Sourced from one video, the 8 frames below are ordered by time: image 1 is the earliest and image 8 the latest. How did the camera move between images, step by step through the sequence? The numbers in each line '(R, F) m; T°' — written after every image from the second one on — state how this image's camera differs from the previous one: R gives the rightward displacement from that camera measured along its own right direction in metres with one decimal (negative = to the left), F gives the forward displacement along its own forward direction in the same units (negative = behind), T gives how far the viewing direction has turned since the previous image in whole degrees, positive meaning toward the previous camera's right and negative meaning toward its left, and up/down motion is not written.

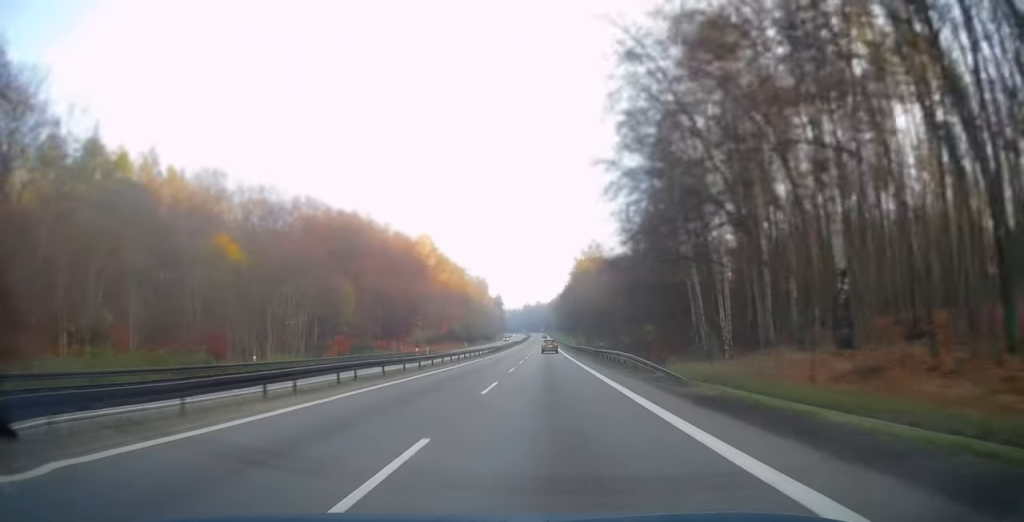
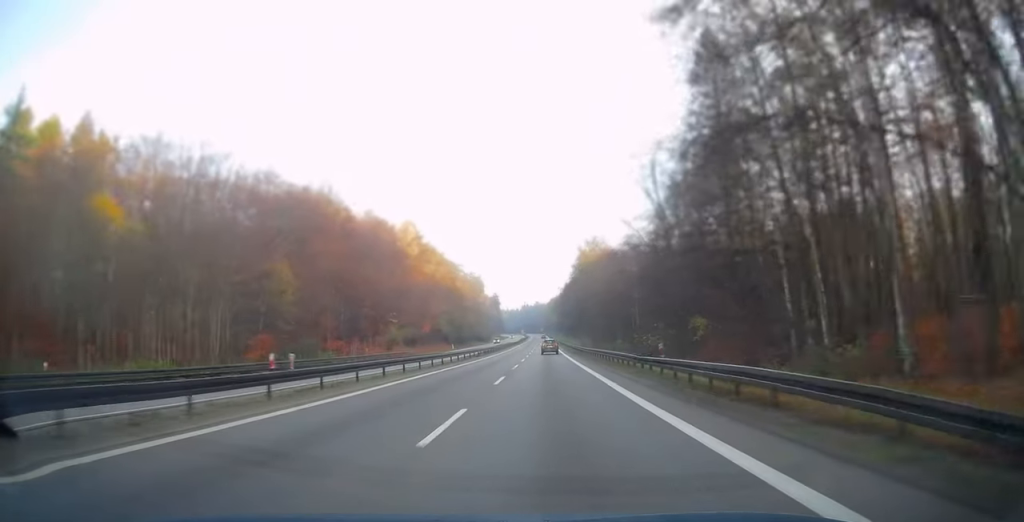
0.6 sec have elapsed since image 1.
(-0.1, +19.8) m; 0°
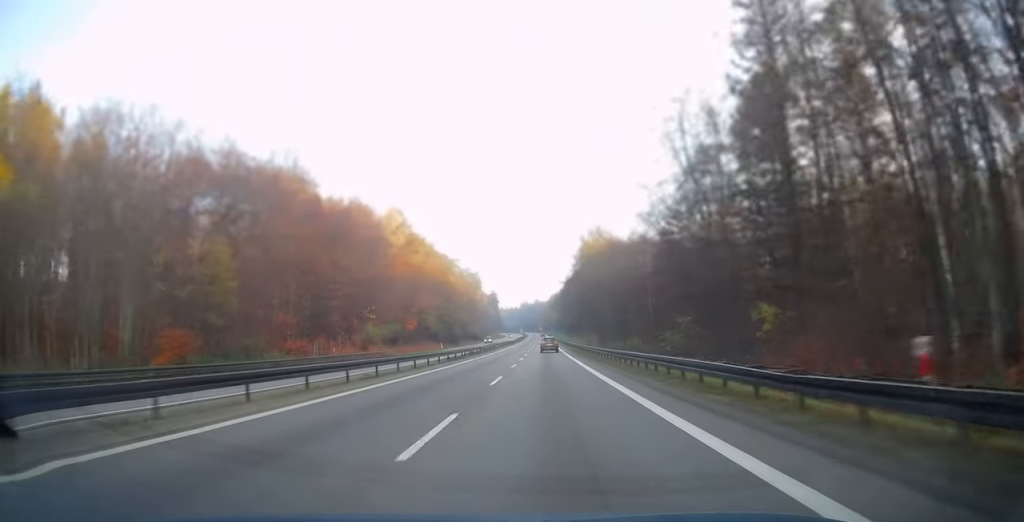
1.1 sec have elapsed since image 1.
(0.0, +13.1) m; 0°
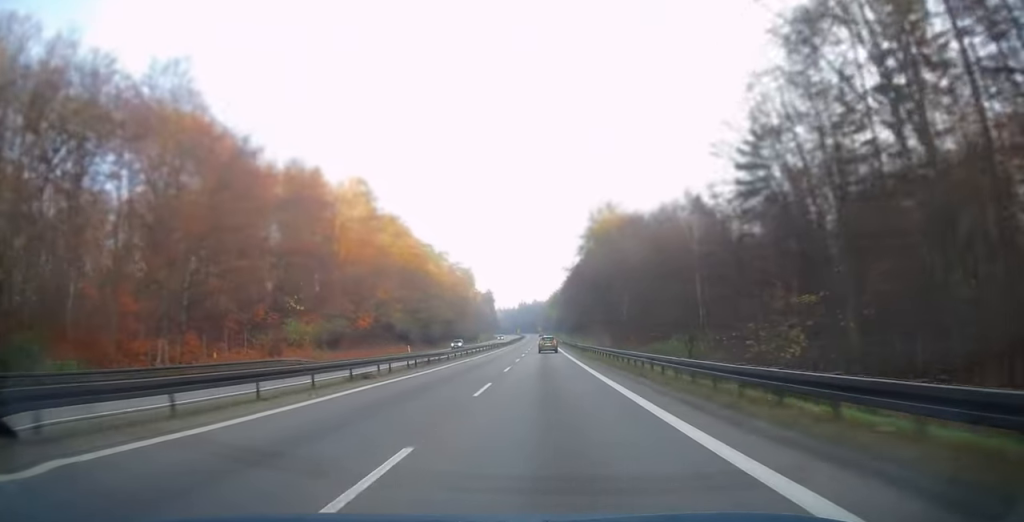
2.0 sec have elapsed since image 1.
(0.0, +27.2) m; 0°
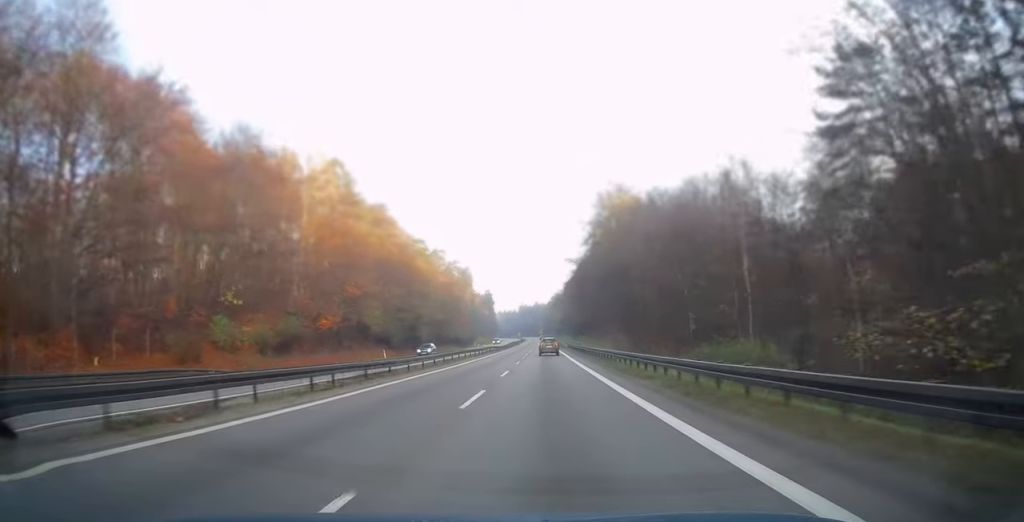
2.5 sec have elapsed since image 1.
(0.0, +14.1) m; 0°
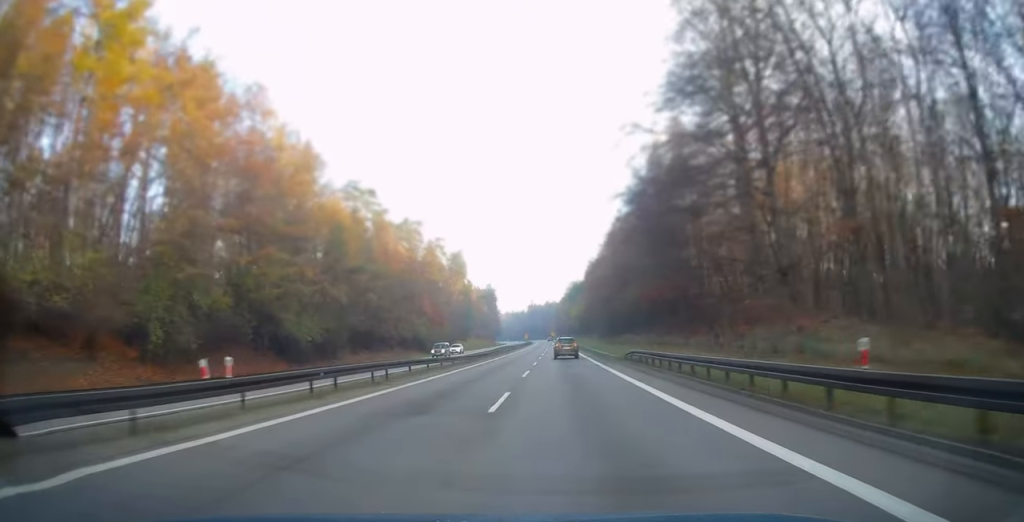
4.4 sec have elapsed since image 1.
(-0.2, +59.7) m; 0°
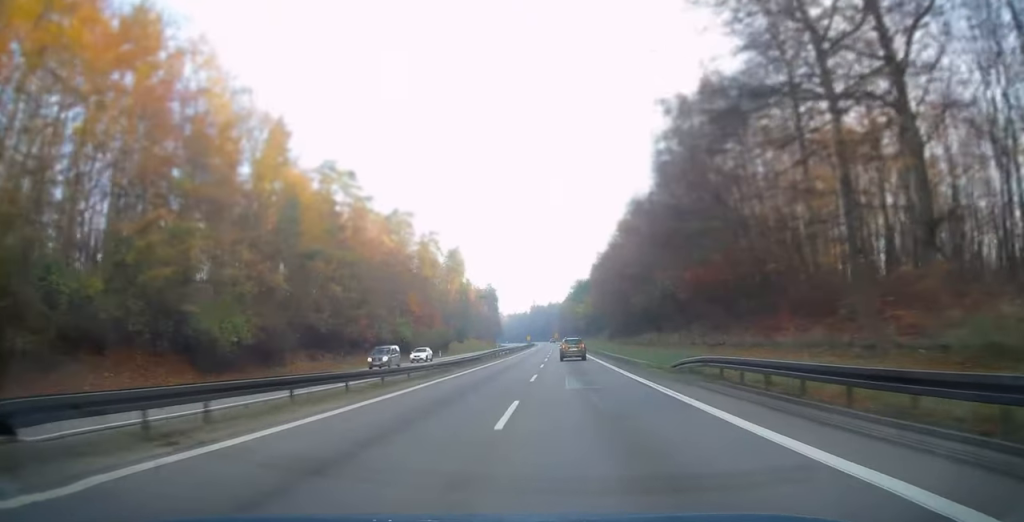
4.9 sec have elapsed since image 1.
(0.0, +14.1) m; 0°
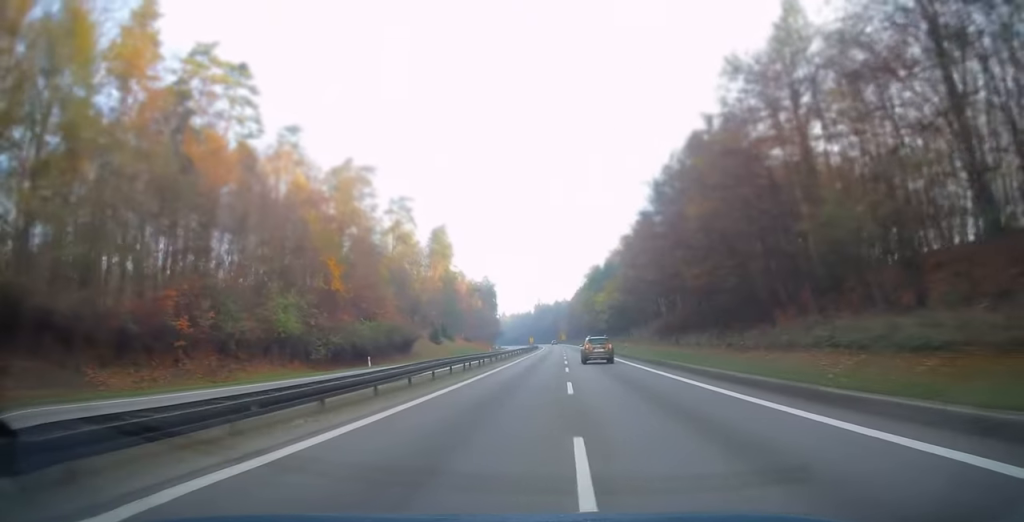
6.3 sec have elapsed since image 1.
(-0.1, +41.2) m; -1°
